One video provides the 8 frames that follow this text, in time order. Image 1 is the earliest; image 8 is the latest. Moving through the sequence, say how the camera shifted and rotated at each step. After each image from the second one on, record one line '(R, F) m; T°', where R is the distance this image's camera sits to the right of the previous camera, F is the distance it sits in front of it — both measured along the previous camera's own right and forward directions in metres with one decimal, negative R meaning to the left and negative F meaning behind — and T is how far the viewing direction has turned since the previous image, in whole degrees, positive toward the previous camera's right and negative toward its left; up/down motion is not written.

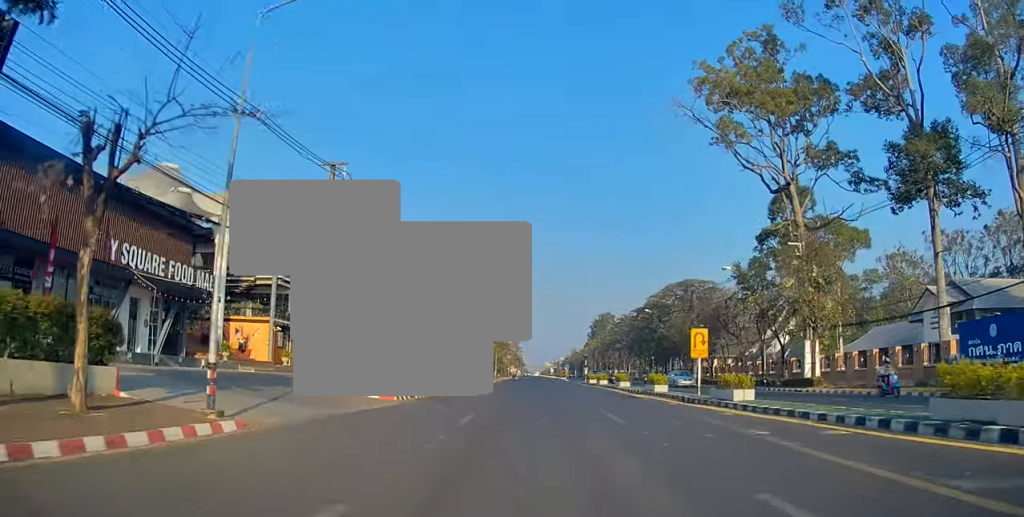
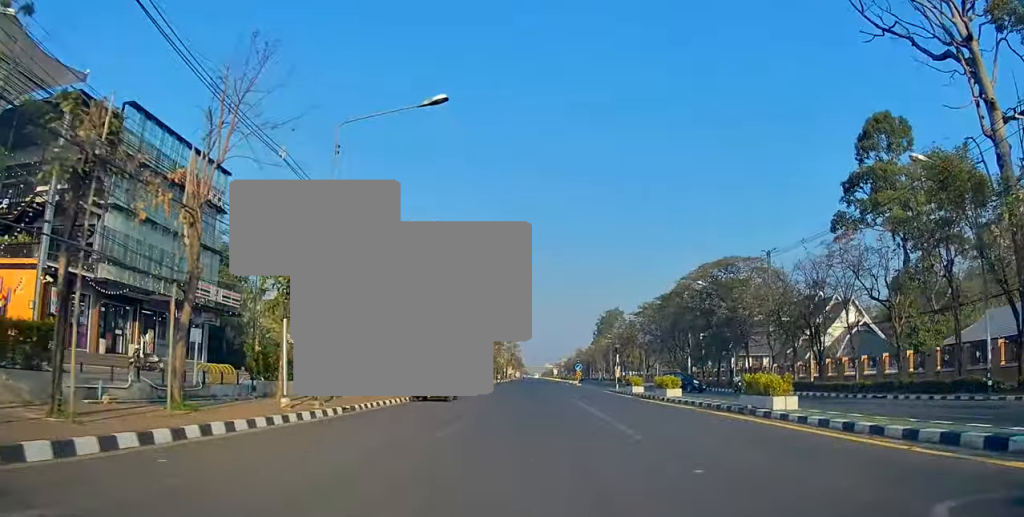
(-0.1, +28.1) m; -1°
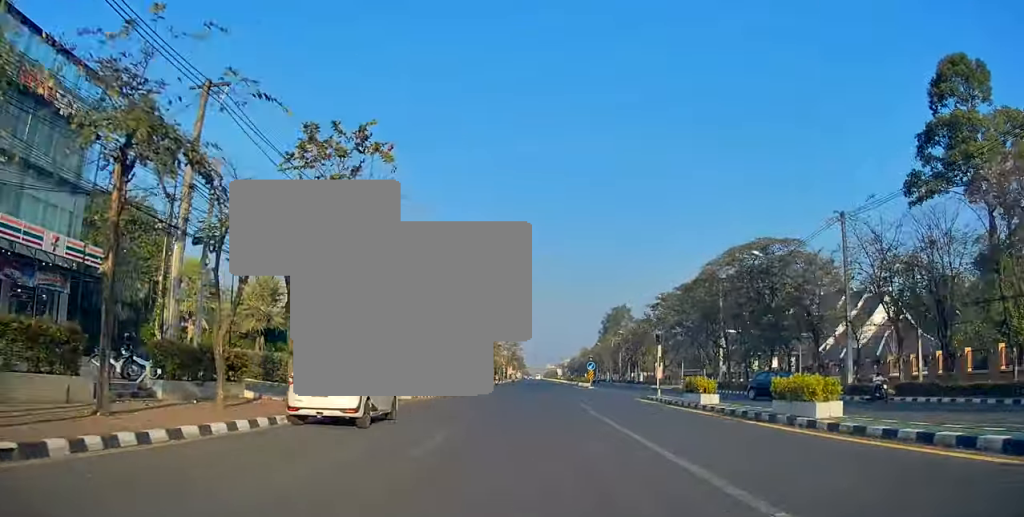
(-0.1, +14.9) m; 0°
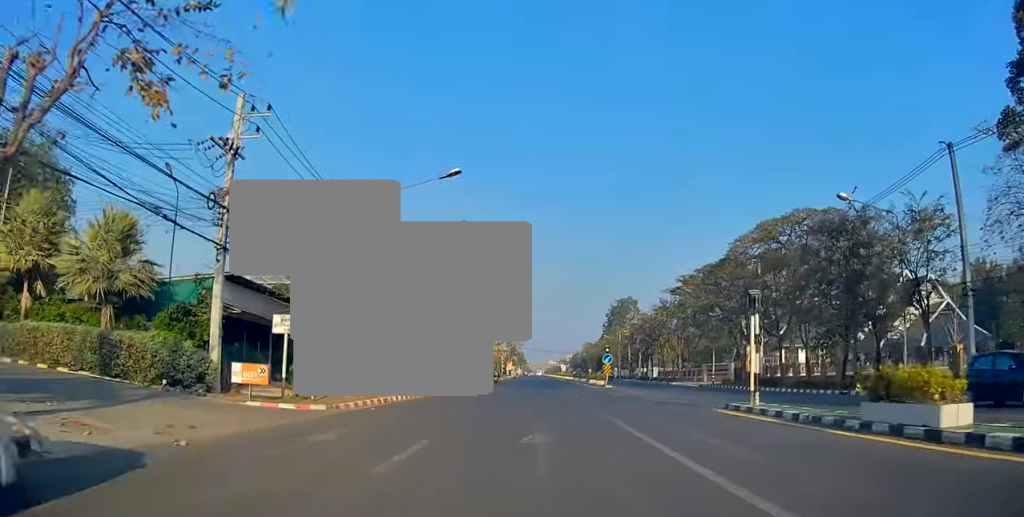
(0.0, +13.7) m; 0°
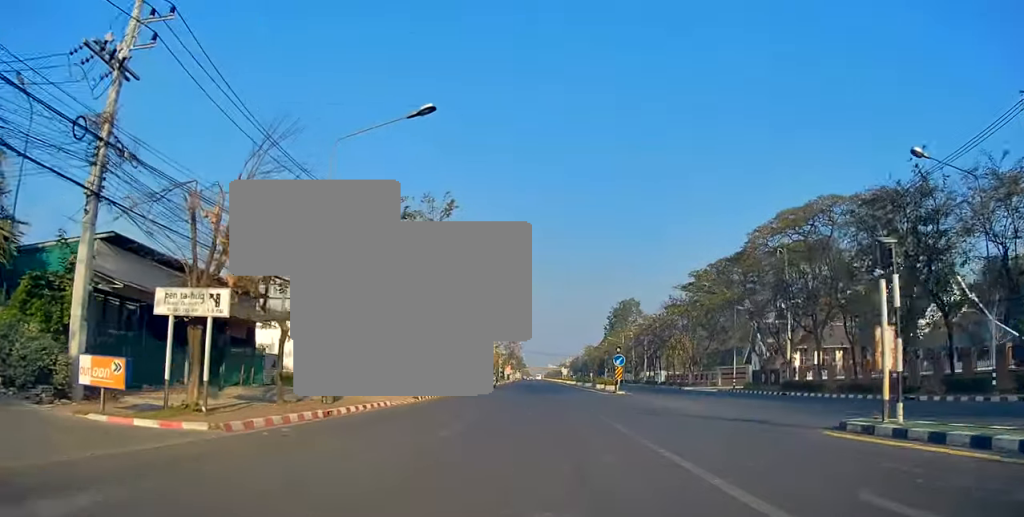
(0.0, +7.6) m; -1°
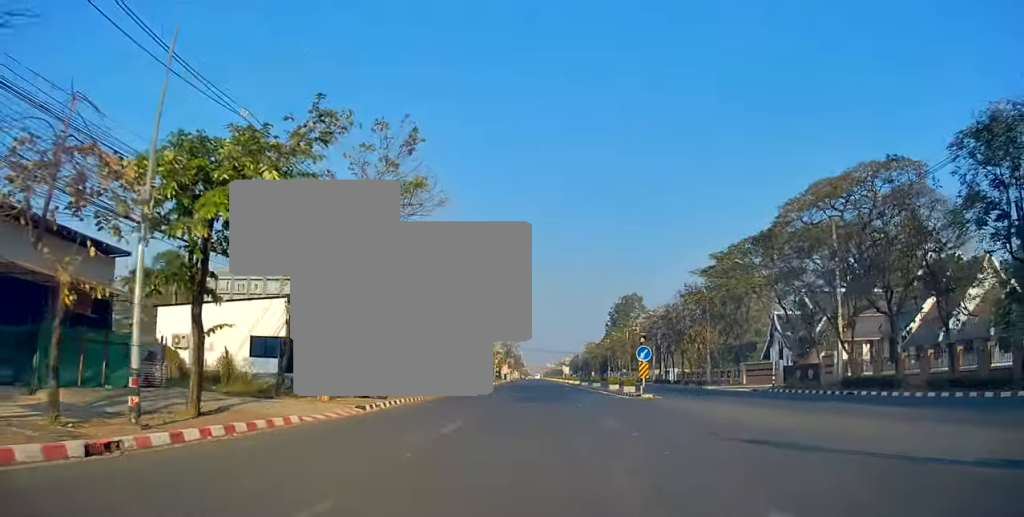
(+0.1, +10.3) m; -1°
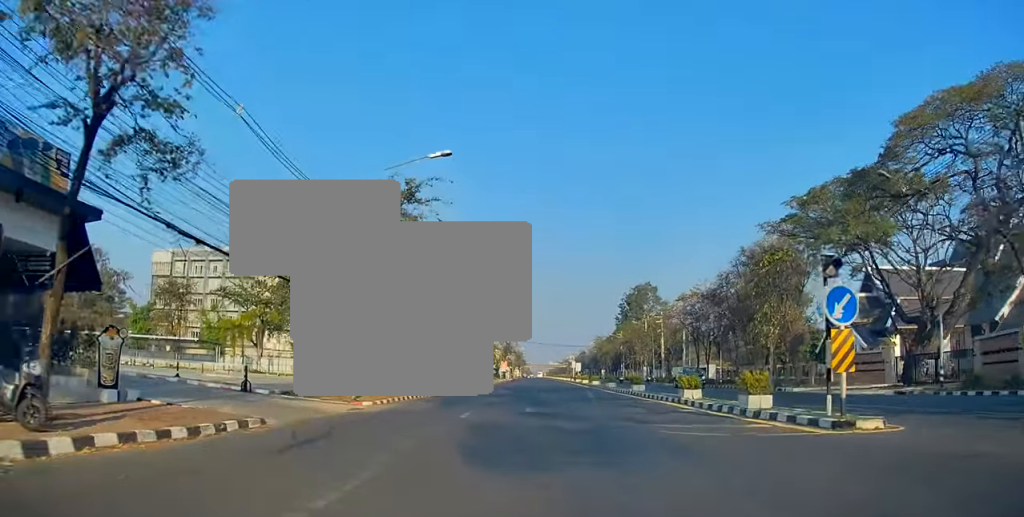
(-0.4, +22.1) m; 0°
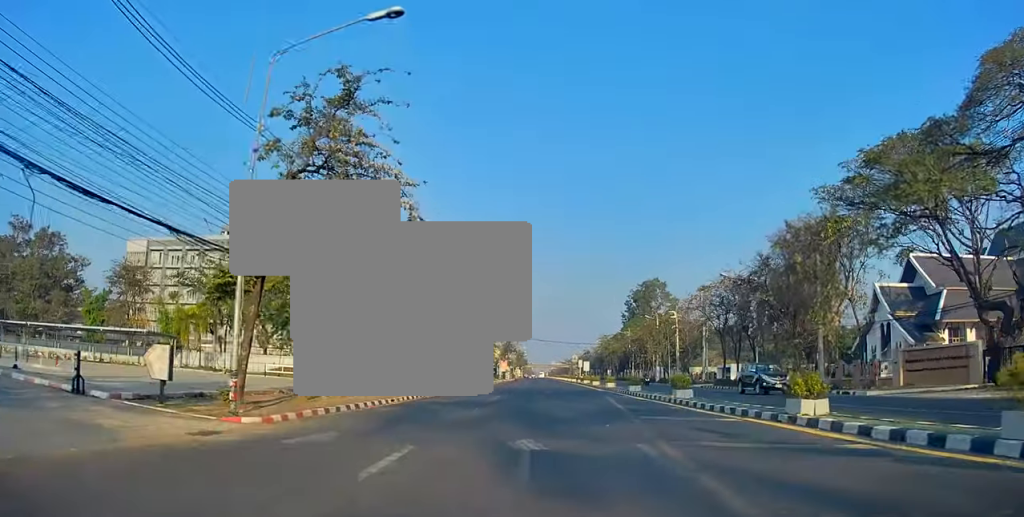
(+0.2, +10.6) m; +1°
